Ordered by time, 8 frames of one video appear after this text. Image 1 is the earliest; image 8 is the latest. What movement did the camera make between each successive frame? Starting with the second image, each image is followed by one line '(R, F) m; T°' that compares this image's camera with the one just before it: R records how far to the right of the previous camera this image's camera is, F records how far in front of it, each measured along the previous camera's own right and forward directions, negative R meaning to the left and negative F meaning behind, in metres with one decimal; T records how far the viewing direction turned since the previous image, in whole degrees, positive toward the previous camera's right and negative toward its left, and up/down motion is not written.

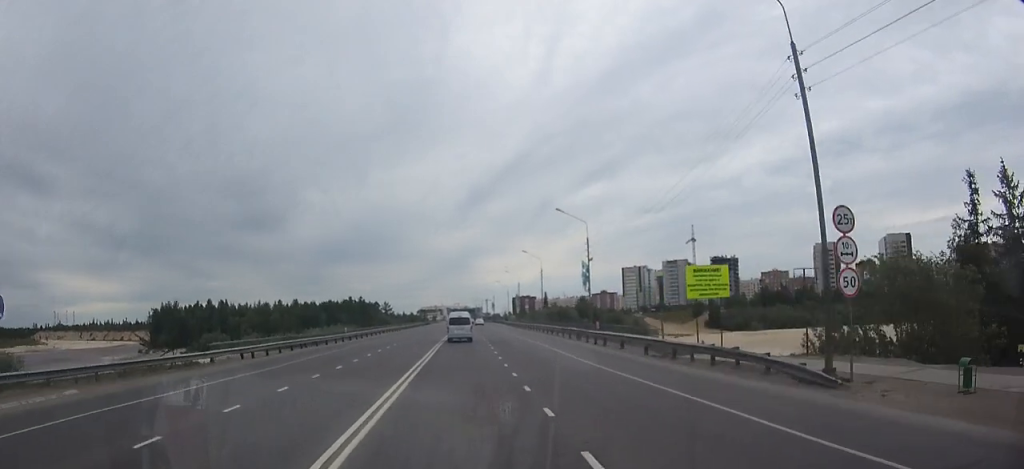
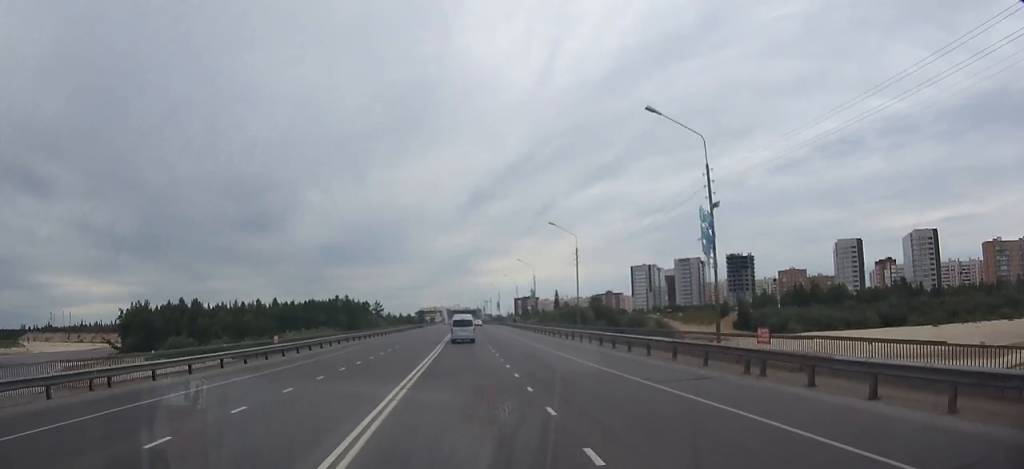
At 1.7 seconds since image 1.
(0.0, +34.9) m; 0°
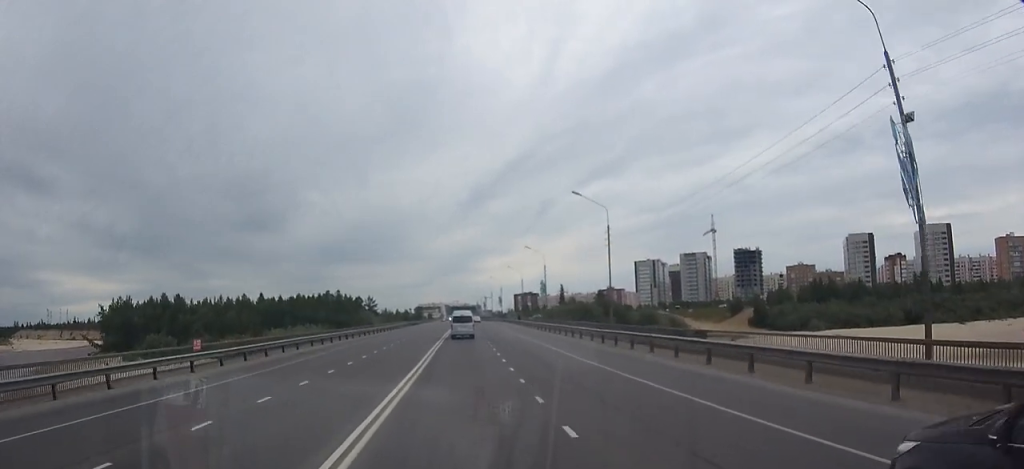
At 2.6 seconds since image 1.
(0.0, +15.9) m; 0°
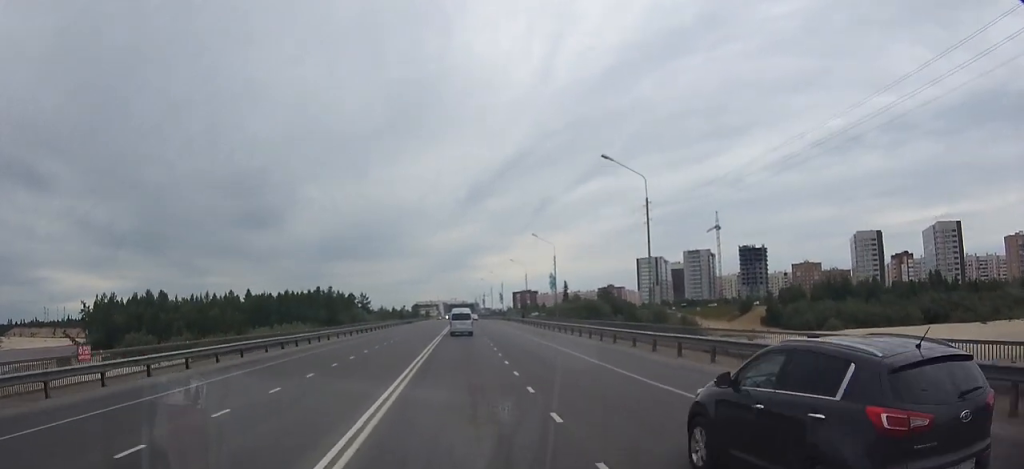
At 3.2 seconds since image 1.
(0.0, +11.1) m; 0°
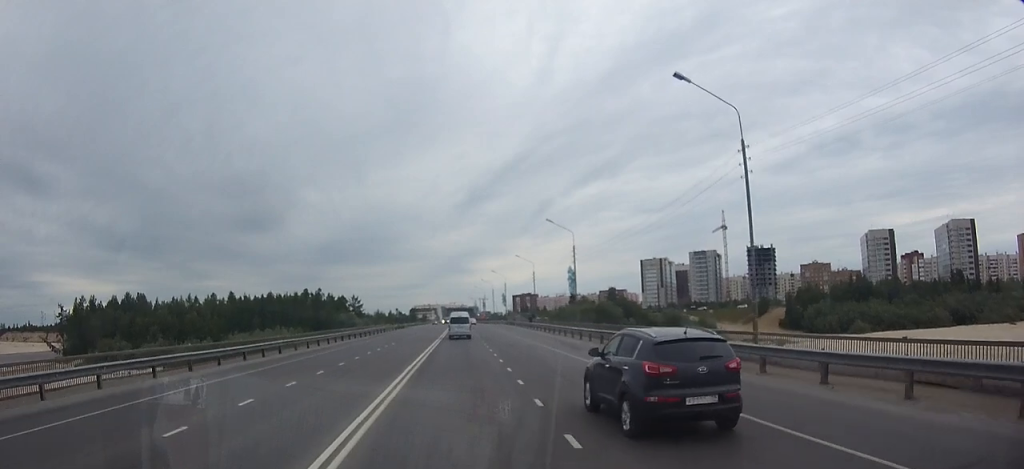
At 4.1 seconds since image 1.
(0.0, +13.2) m; 0°
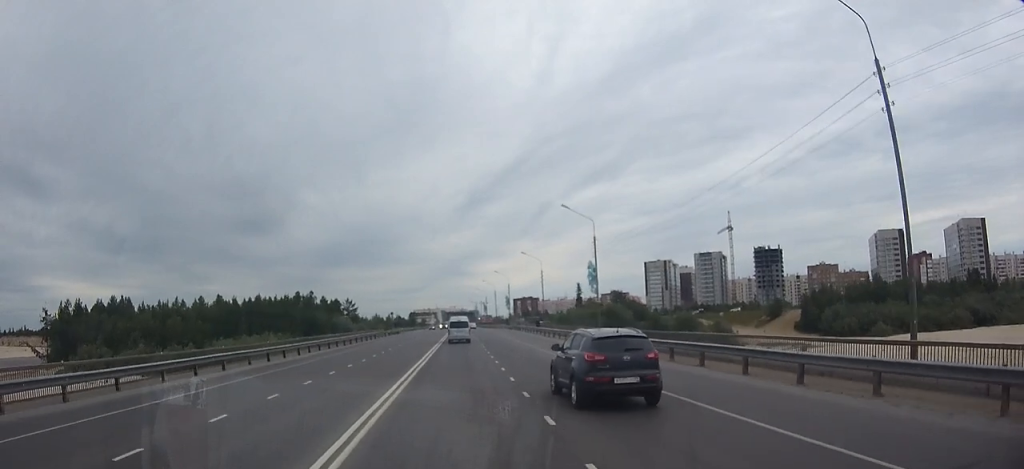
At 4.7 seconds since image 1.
(0.0, +8.3) m; 0°
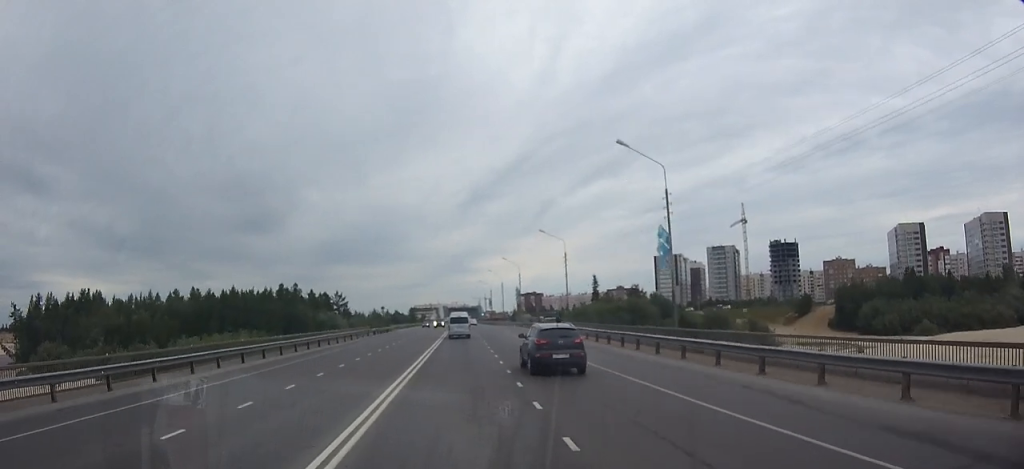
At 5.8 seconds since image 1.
(0.0, +13.8) m; 0°
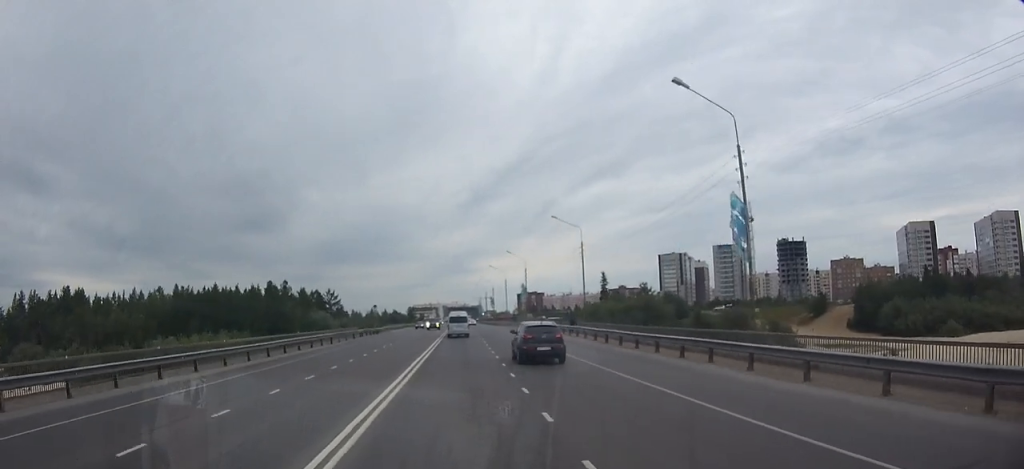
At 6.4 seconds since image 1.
(0.0, +7.5) m; 0°
